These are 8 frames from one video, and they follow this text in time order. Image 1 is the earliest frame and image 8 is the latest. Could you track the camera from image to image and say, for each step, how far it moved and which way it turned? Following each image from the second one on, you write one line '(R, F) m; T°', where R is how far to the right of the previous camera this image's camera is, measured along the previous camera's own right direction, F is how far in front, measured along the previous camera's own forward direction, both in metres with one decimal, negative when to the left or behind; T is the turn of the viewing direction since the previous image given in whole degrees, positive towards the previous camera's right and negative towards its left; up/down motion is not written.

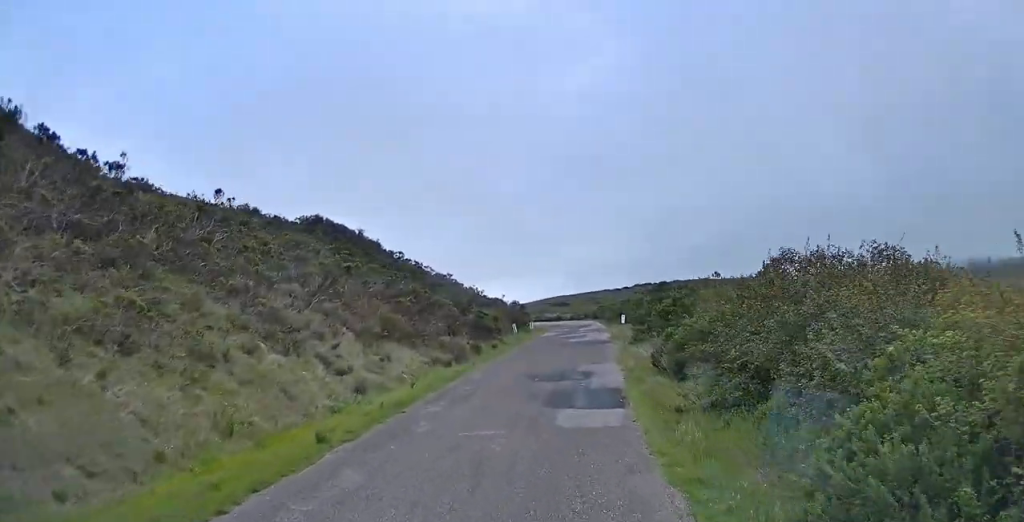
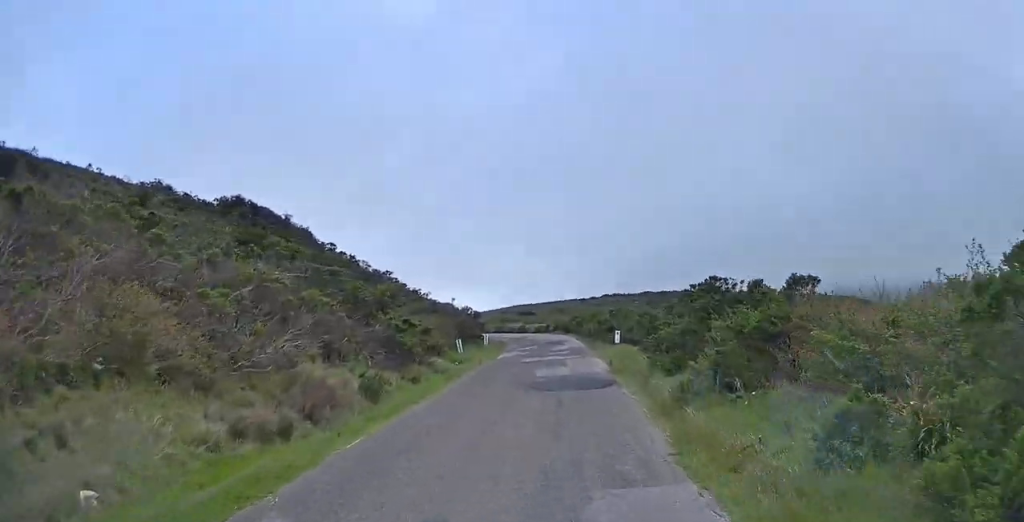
(+0.8, +13.1) m; +3°
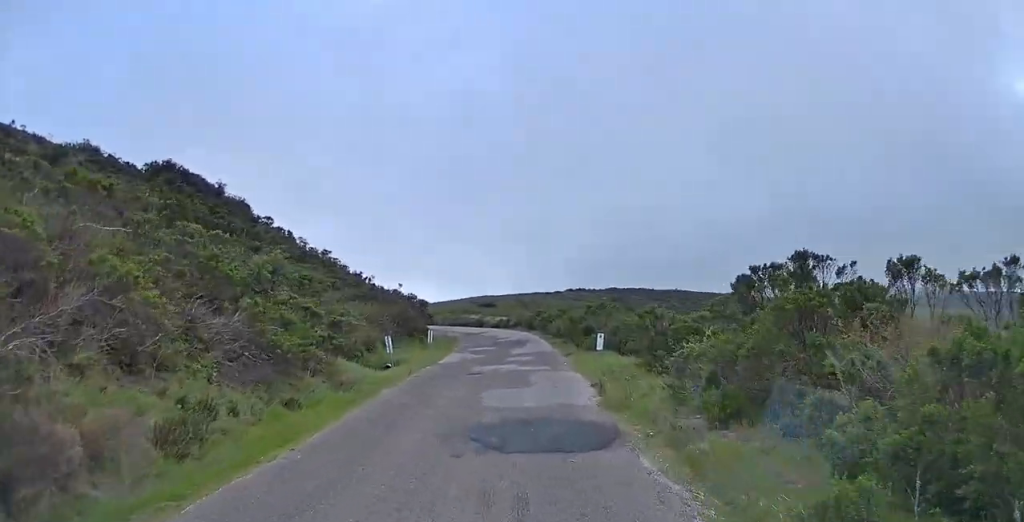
(+0.1, +7.5) m; +1°
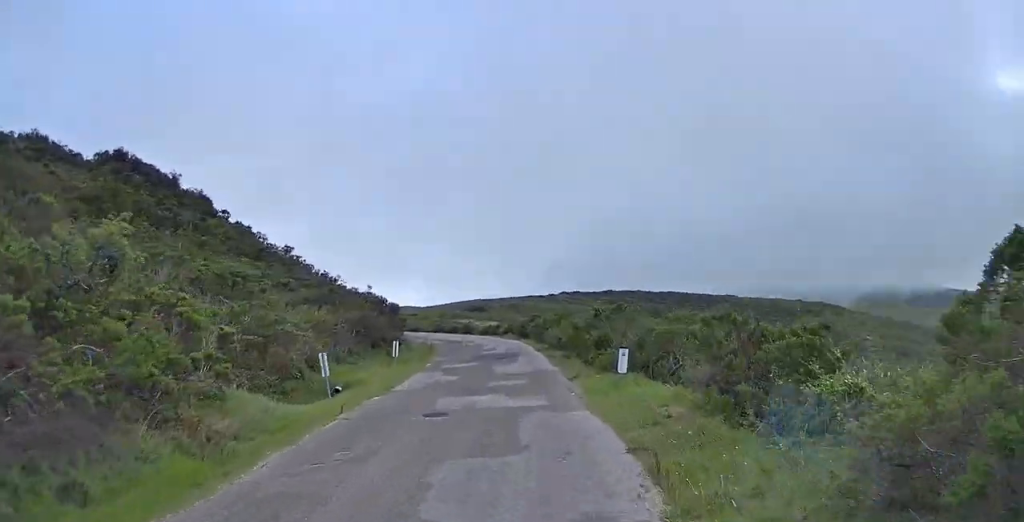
(-0.1, +6.6) m; -1°
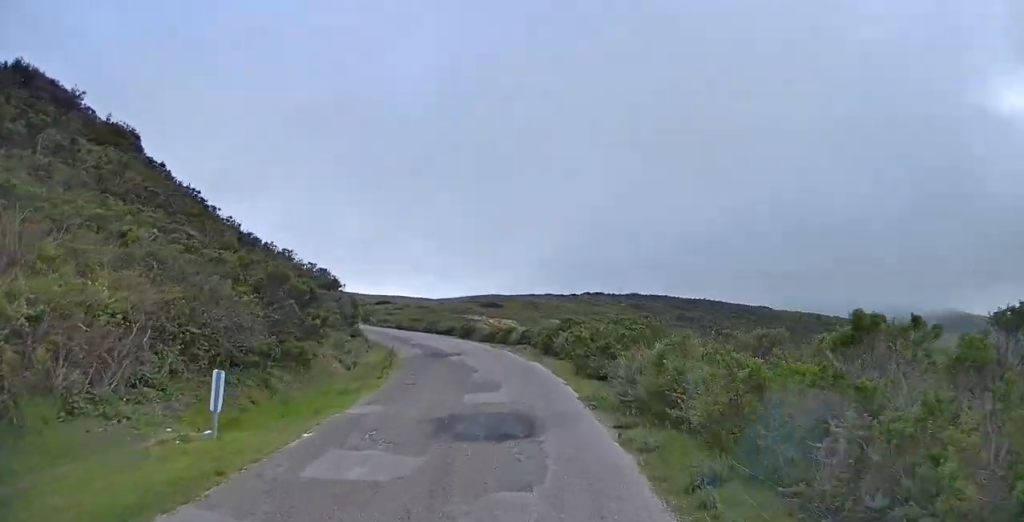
(-0.1, +16.2) m; -1°
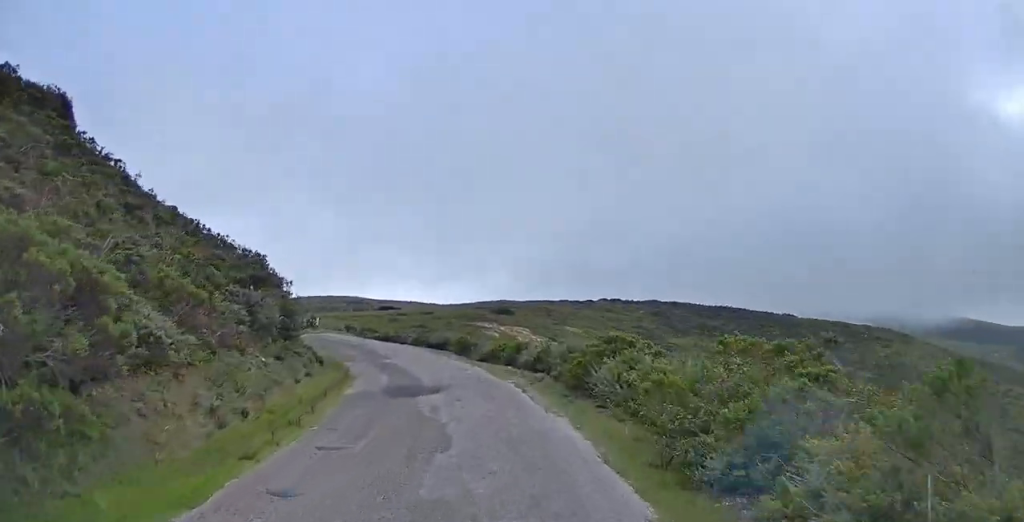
(-0.1, +10.1) m; -3°
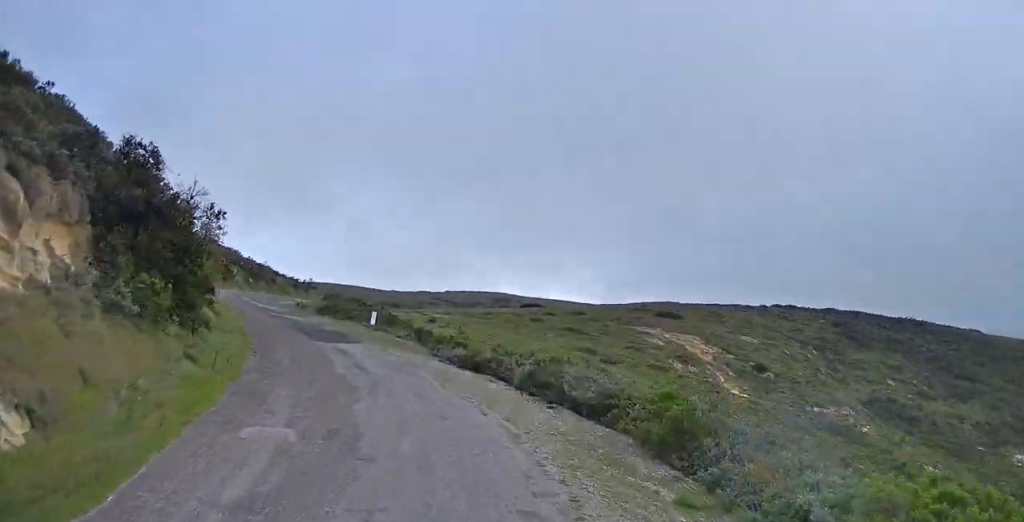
(-2.8, +24.8) m; -18°
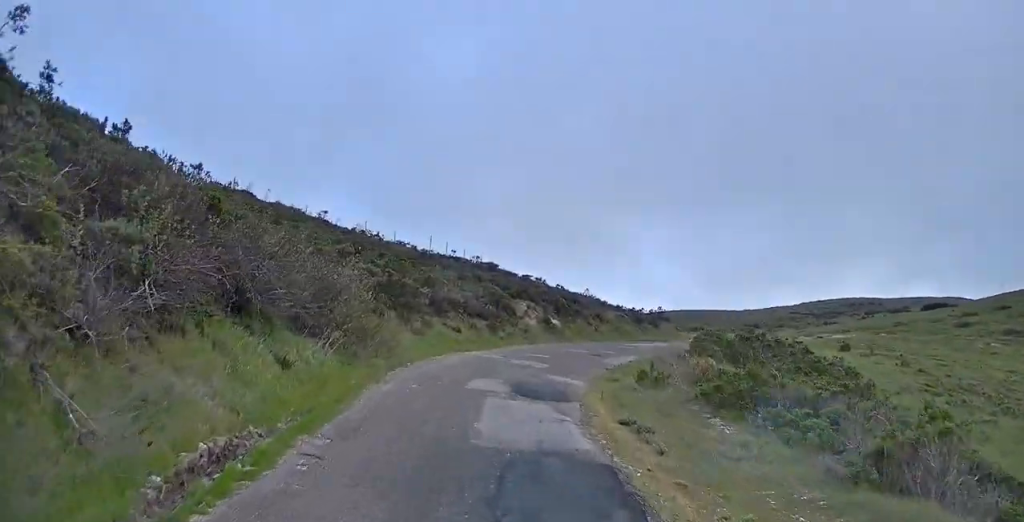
(-7.1, +31.5) m; -17°
